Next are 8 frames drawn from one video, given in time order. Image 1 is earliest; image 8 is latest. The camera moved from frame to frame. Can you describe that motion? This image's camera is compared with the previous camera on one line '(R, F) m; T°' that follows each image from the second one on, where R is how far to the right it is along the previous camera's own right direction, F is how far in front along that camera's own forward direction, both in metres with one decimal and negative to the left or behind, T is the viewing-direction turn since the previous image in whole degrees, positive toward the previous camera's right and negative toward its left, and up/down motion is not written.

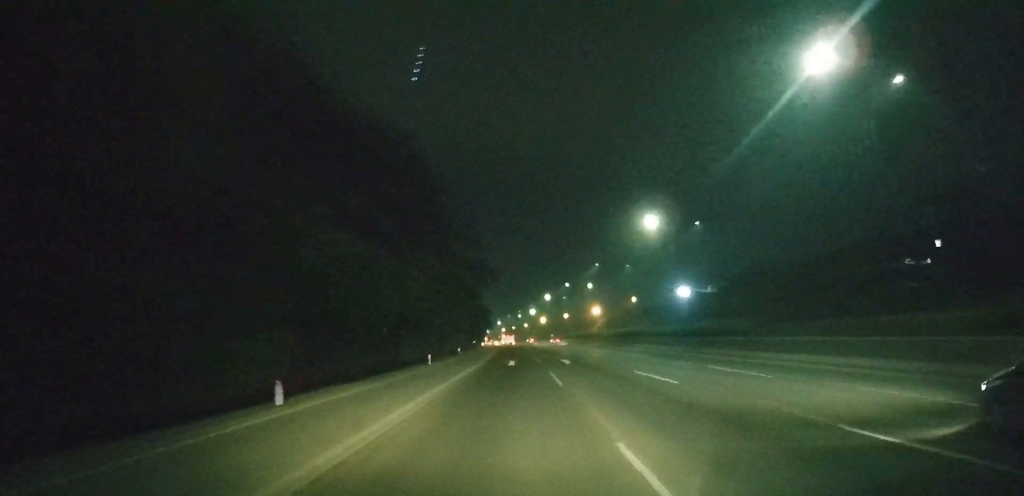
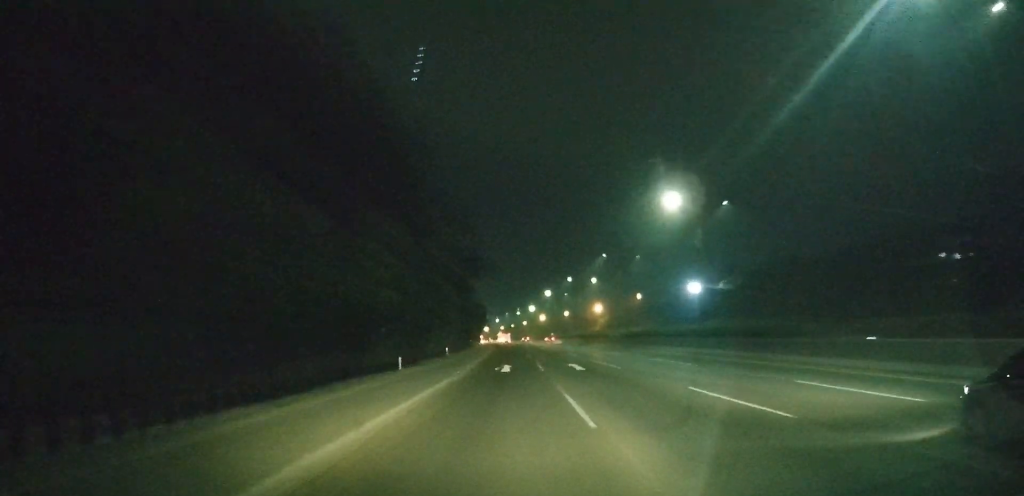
(0.0, +9.8) m; 0°
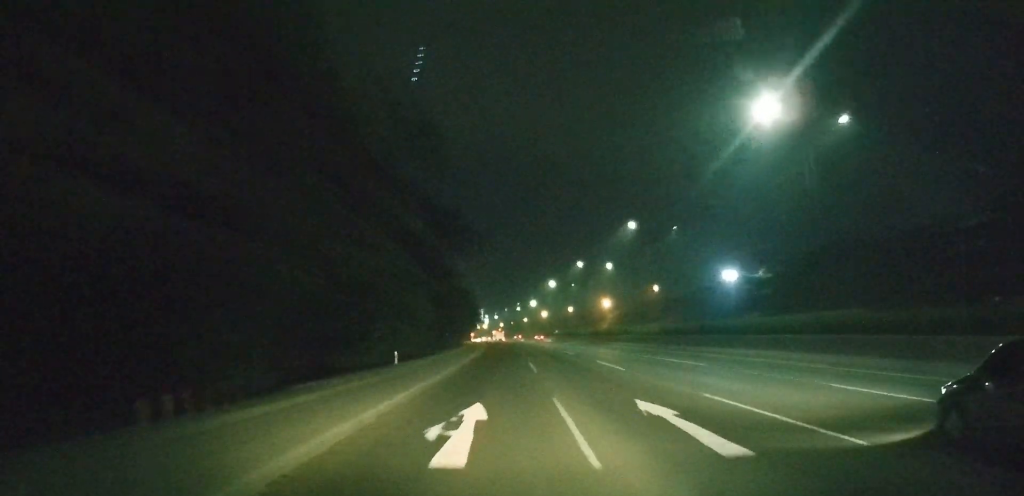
(+0.1, +20.9) m; 0°
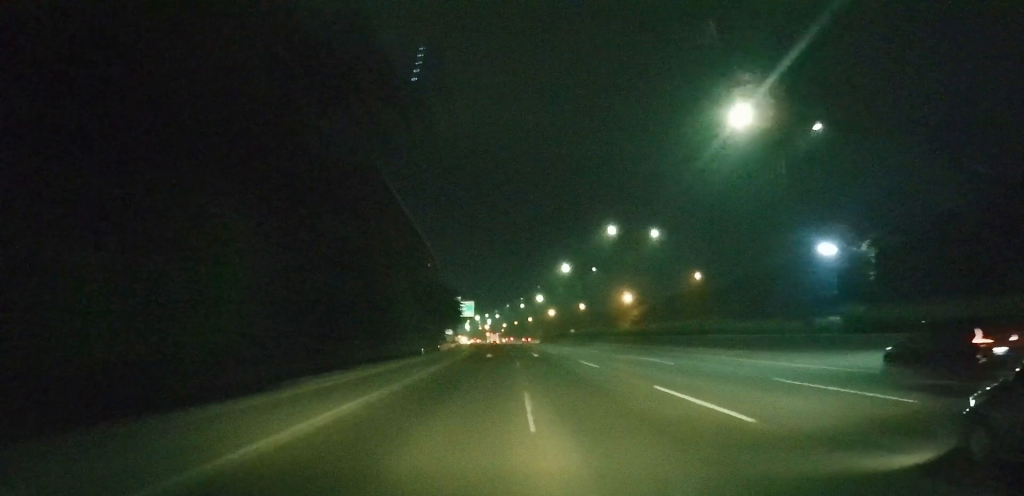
(0.0, +30.1) m; 0°
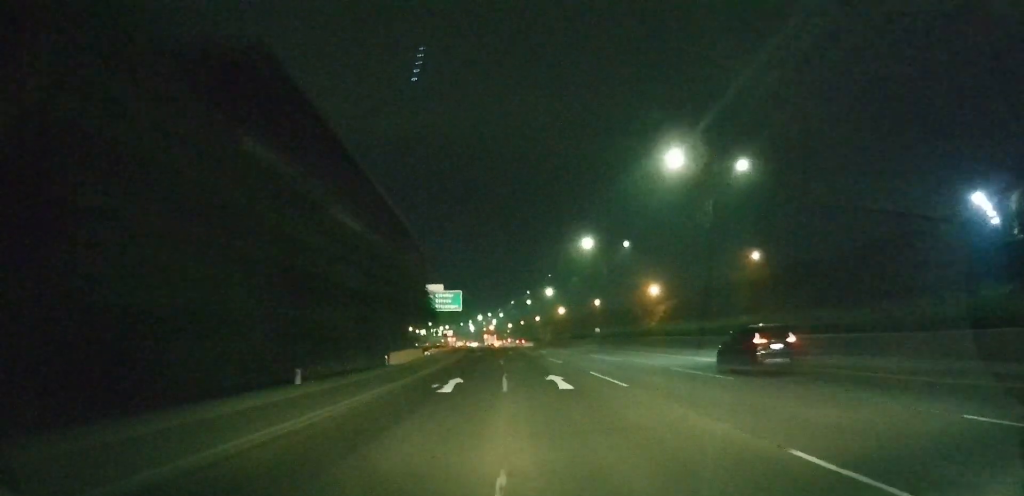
(-0.1, +26.2) m; -1°
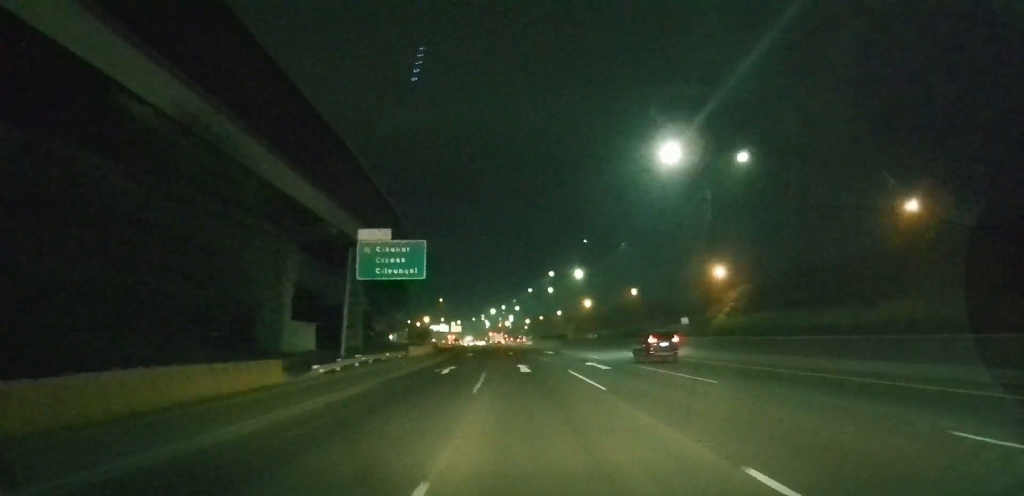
(-0.3, +38.4) m; -1°
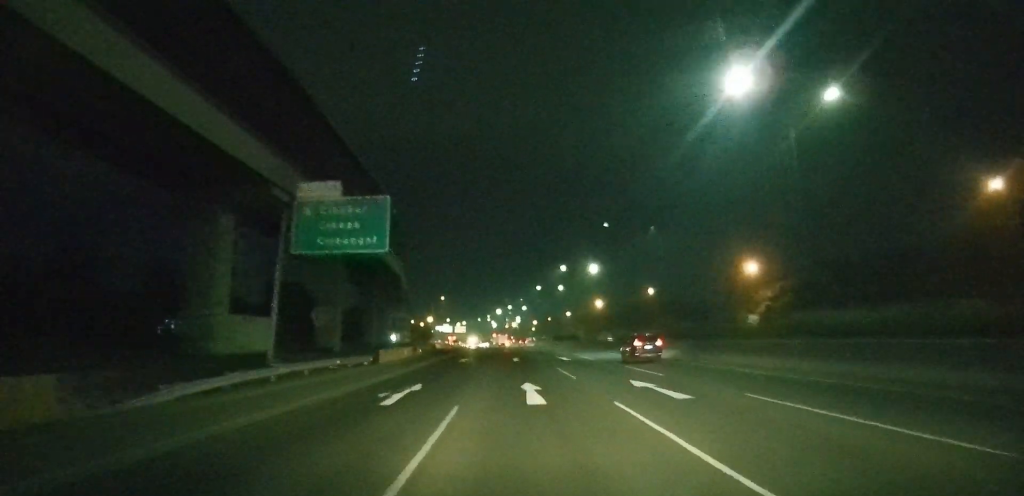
(-0.1, +13.1) m; 0°
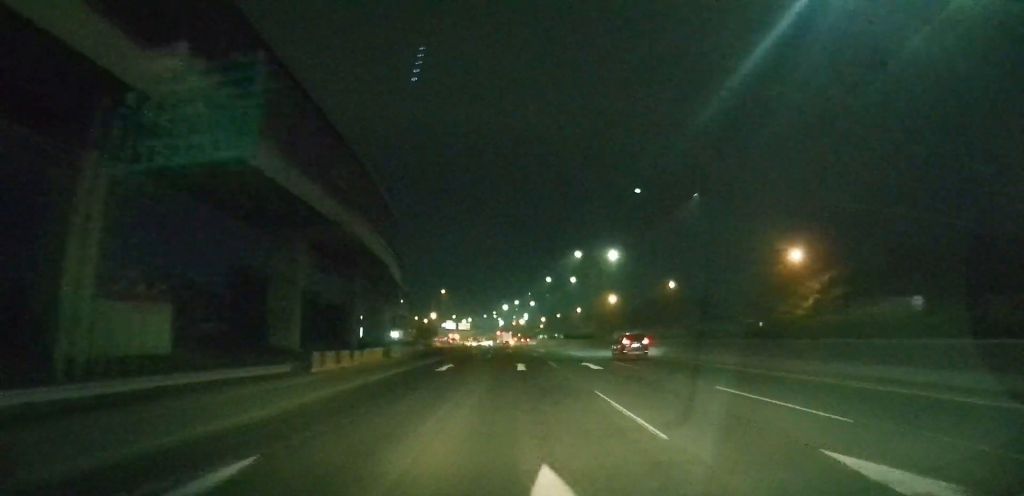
(-0.1, +14.7) m; 0°
